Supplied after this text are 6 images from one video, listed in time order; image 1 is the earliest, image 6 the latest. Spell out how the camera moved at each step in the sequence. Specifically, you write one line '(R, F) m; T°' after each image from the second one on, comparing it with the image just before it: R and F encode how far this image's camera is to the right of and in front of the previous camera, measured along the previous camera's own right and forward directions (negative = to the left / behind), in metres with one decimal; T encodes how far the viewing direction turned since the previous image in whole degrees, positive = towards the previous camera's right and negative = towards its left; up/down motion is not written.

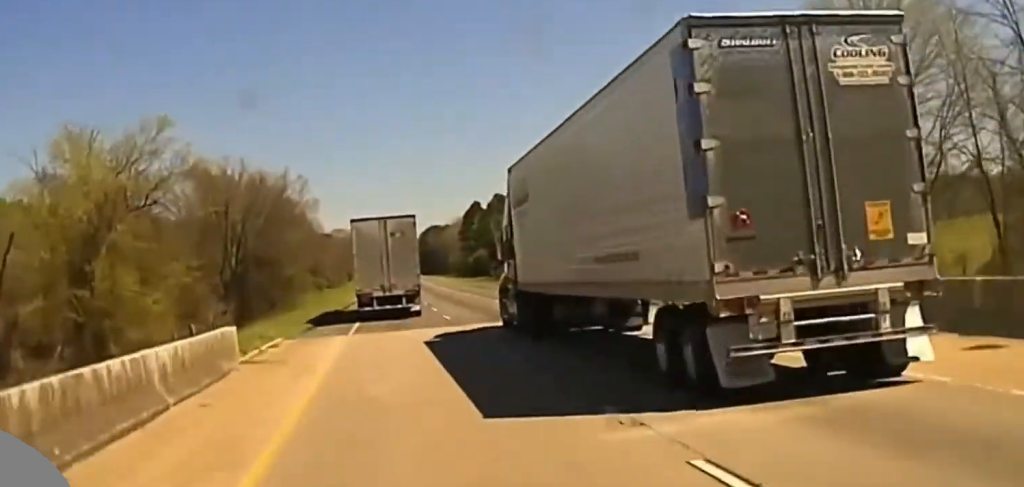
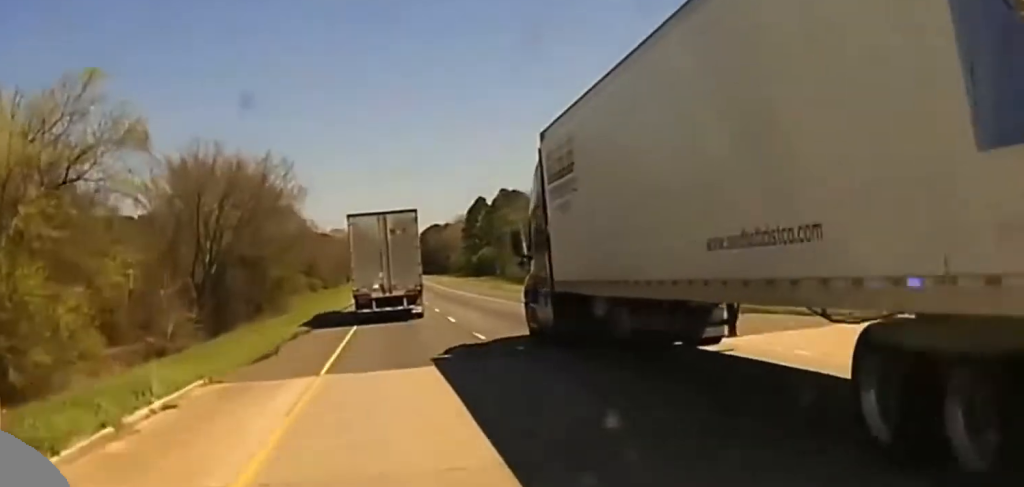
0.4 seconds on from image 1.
(0.0, +16.0) m; 0°
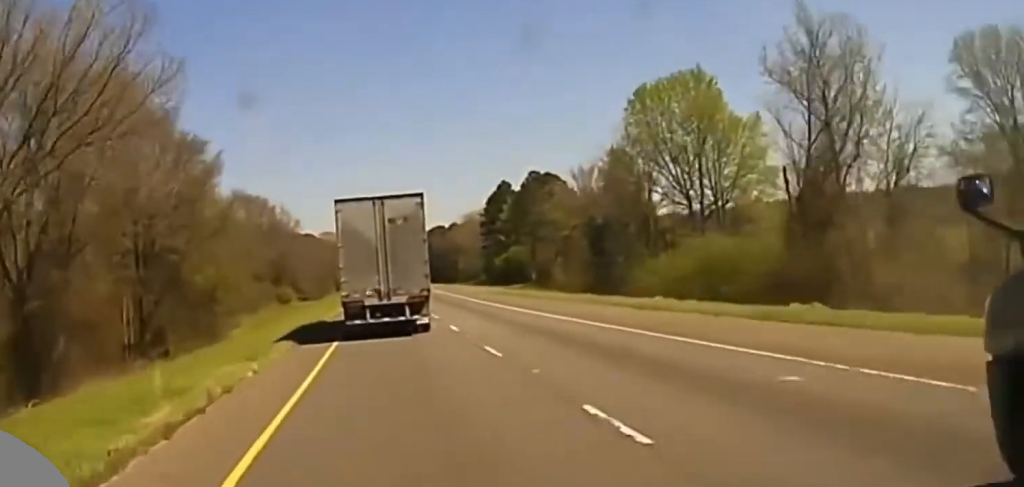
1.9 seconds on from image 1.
(+0.1, +51.4) m; 0°
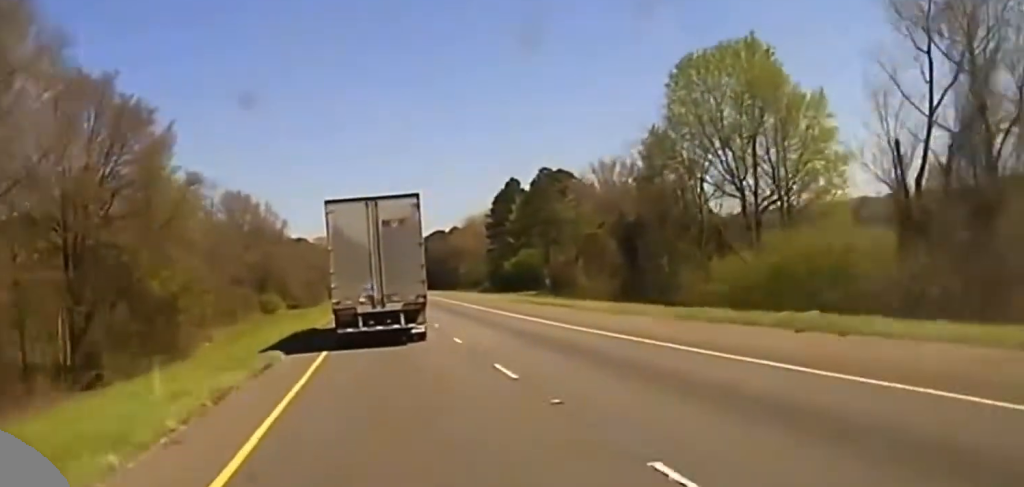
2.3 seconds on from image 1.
(0.0, +16.2) m; 0°
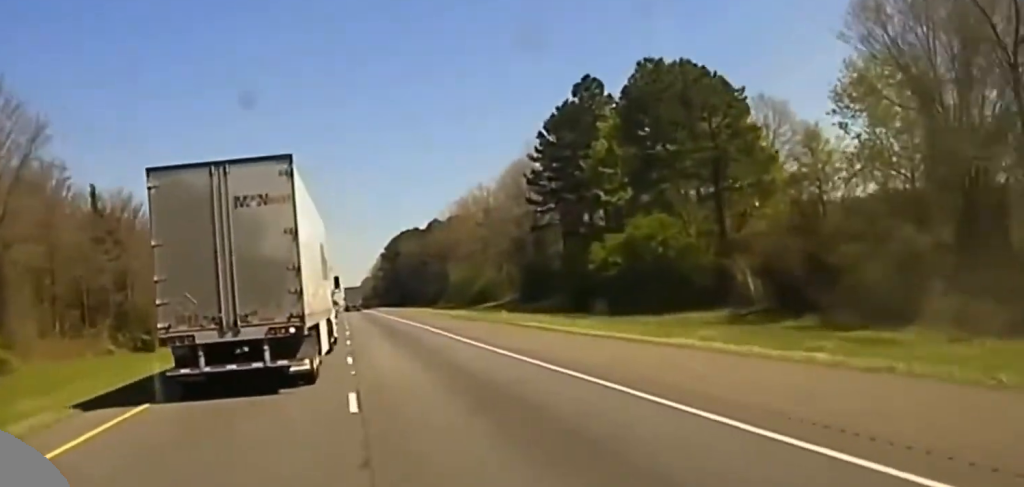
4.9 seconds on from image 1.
(+2.4, +93.7) m; +3°
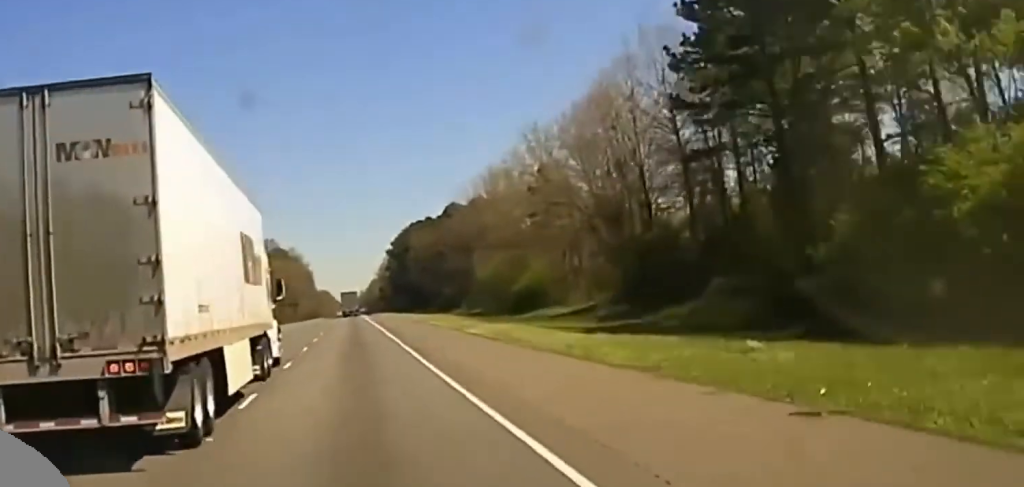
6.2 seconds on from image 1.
(-0.2, +47.7) m; -1°
